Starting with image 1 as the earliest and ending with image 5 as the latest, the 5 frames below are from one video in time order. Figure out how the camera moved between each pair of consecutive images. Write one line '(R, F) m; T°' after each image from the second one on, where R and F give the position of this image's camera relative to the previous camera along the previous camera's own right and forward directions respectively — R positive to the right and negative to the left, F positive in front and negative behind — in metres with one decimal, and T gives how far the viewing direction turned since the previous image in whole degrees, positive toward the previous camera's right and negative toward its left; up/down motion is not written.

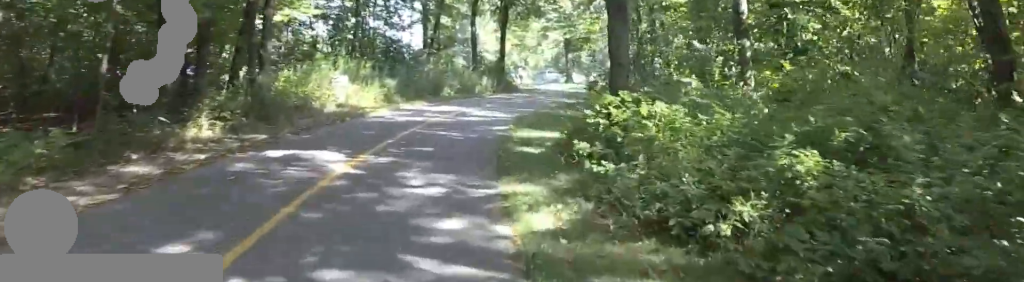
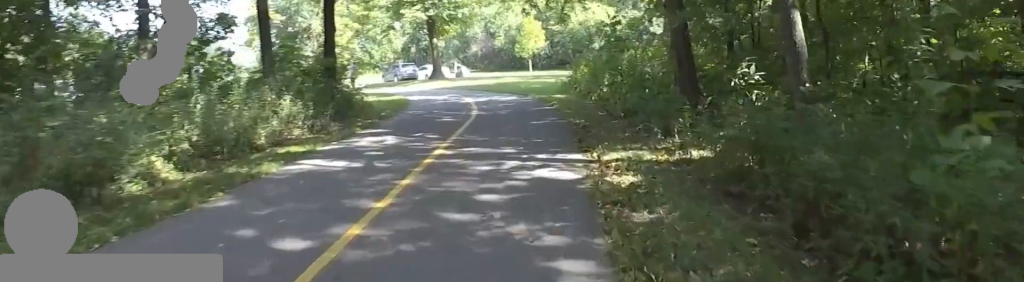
(-0.4, +11.8) m; +7°
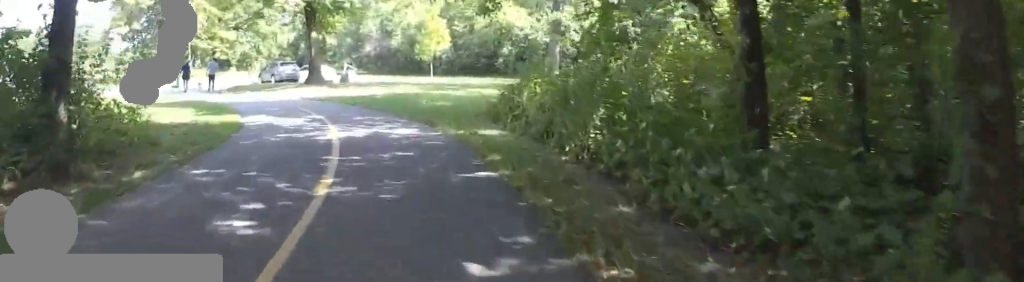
(+1.5, +6.0) m; +1°
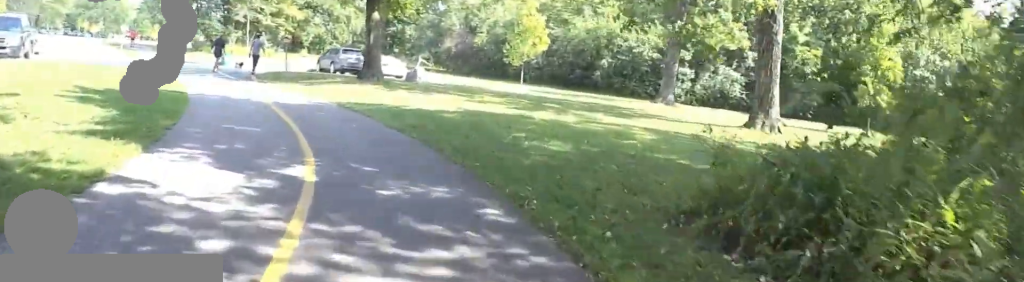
(-1.8, +6.6) m; -11°
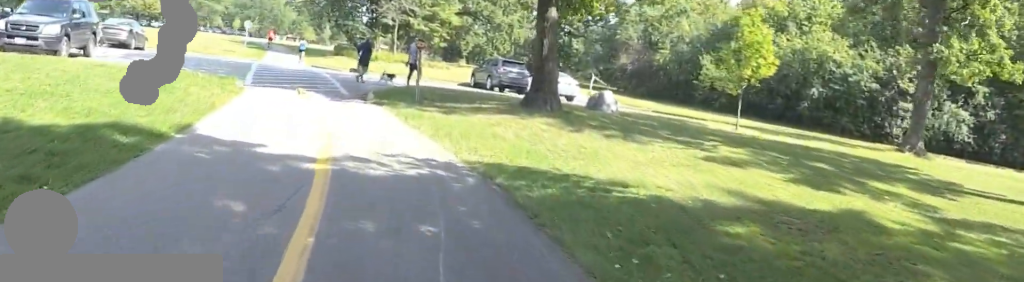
(+0.5, +7.6) m; -3°
